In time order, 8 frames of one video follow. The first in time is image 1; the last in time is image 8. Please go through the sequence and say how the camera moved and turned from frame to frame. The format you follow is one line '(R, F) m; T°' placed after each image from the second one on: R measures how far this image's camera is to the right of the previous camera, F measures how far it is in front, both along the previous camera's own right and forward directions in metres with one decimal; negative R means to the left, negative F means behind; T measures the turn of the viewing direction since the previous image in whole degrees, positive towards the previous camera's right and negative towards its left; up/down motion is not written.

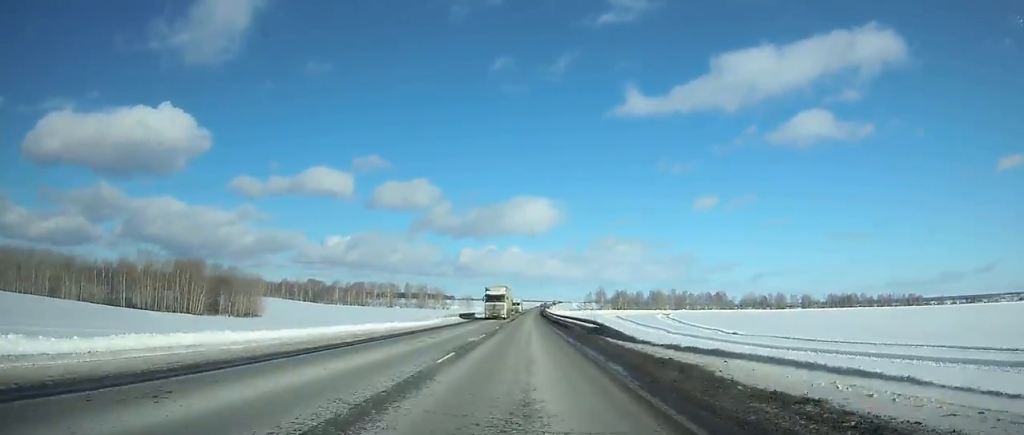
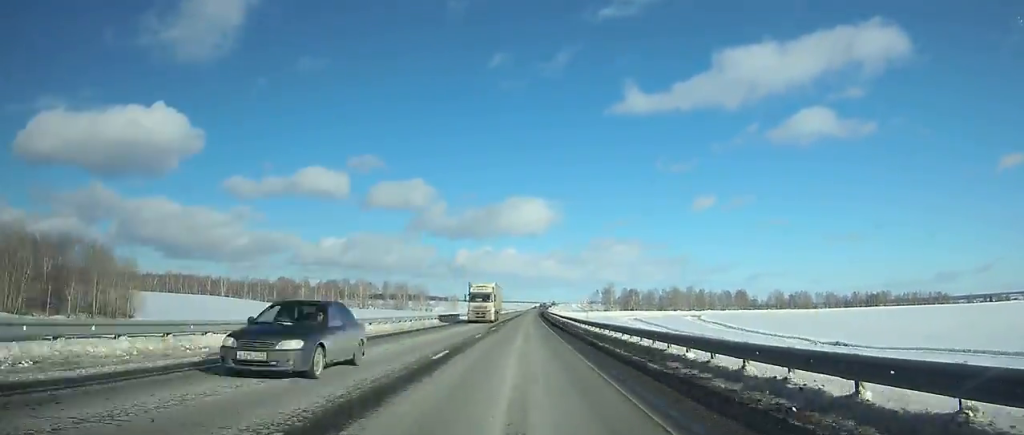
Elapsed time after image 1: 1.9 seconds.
(+0.1, +58.9) m; 0°
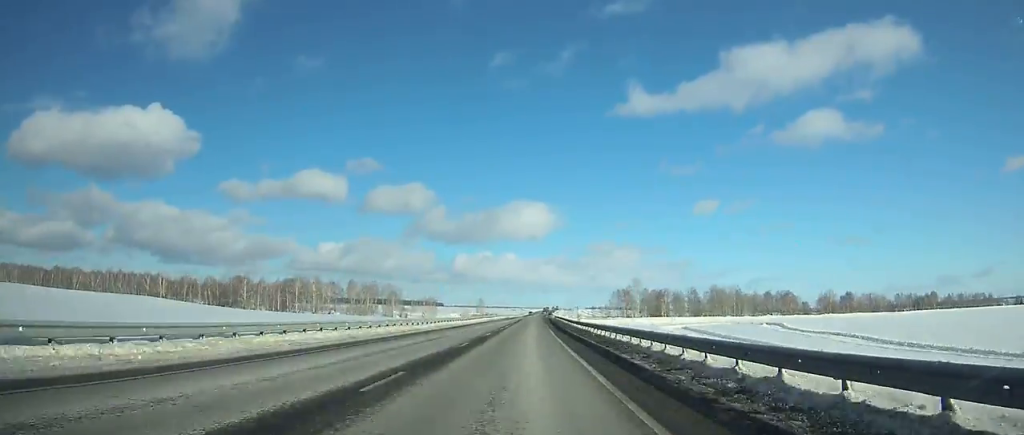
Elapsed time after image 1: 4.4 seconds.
(+0.1, +76.6) m; 0°
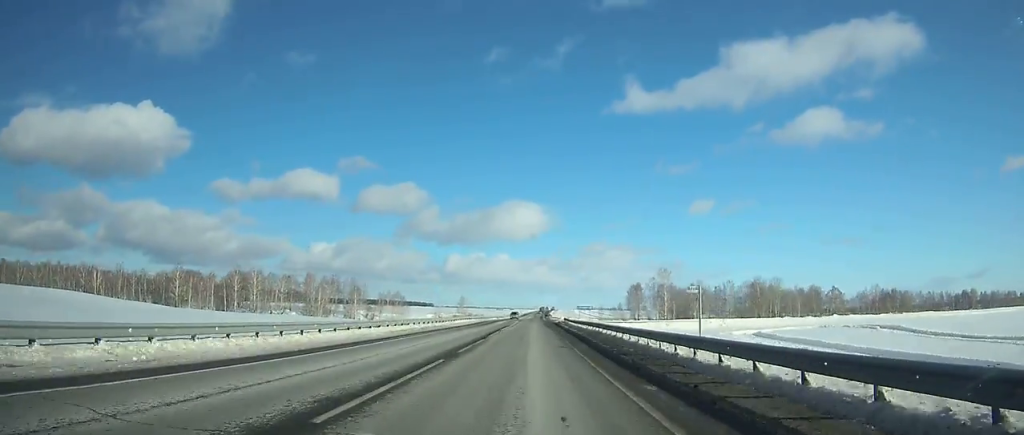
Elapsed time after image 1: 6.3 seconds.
(+0.3, +57.1) m; +1°
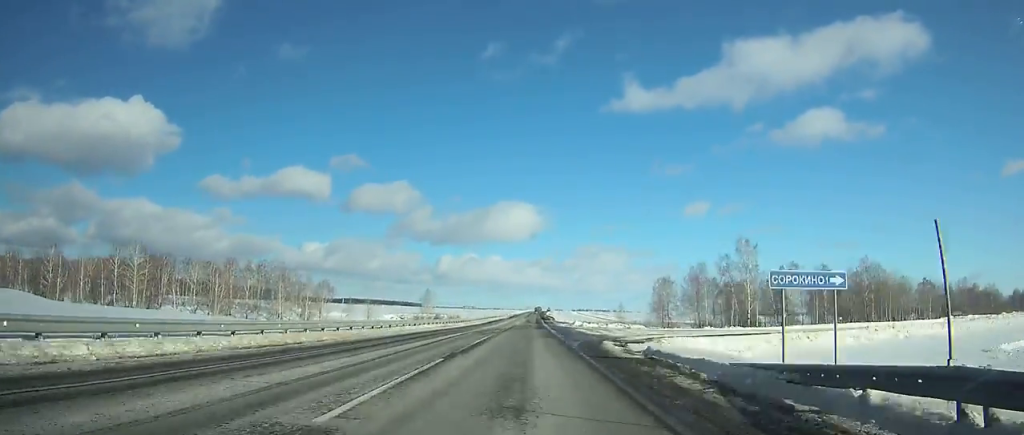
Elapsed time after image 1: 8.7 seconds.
(+0.5, +71.4) m; +1°
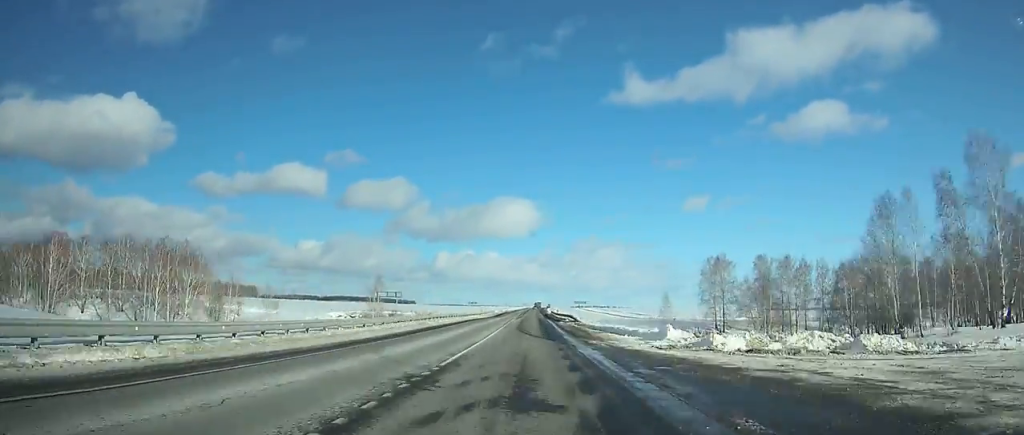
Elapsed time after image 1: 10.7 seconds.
(+0.4, +59.1) m; 0°
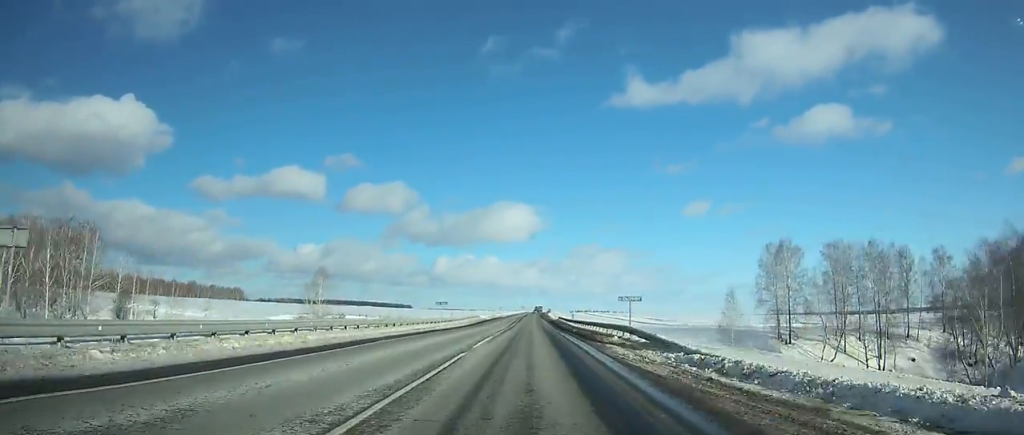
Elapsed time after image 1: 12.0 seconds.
(0.0, +38.0) m; 0°
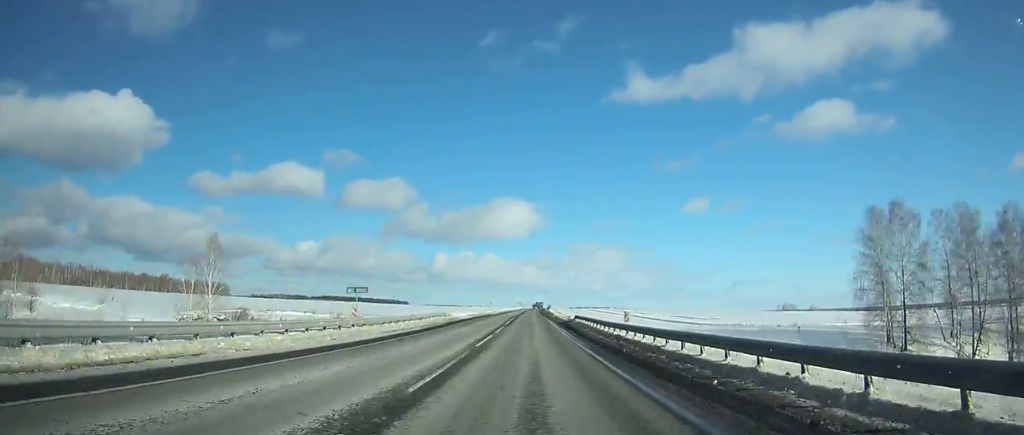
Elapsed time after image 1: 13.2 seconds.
(-0.1, +35.2) m; 0°
